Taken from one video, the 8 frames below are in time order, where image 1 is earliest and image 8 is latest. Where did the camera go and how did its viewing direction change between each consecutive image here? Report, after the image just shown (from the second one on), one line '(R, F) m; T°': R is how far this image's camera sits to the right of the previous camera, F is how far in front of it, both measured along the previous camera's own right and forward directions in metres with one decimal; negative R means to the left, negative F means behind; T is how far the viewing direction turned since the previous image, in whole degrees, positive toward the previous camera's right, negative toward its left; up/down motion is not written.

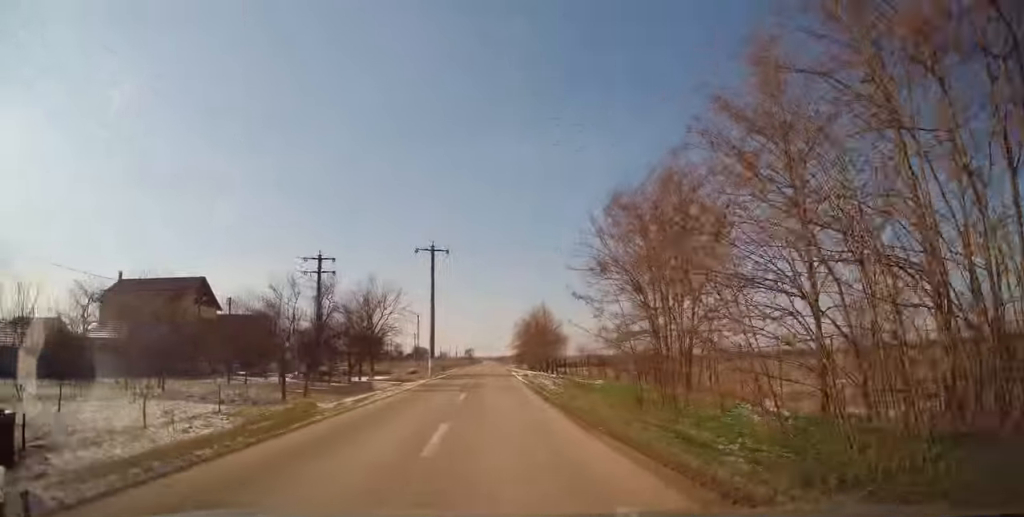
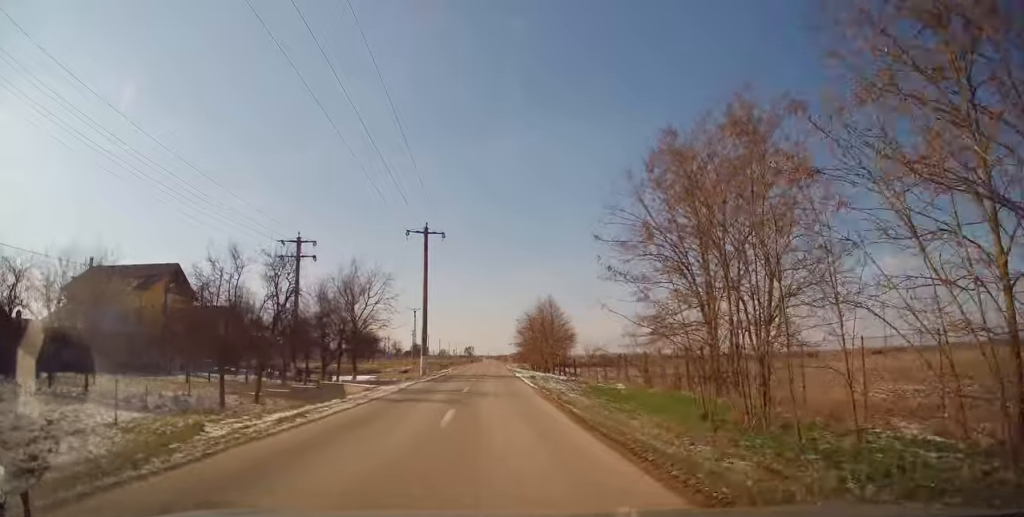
(+0.1, +6.3) m; -1°
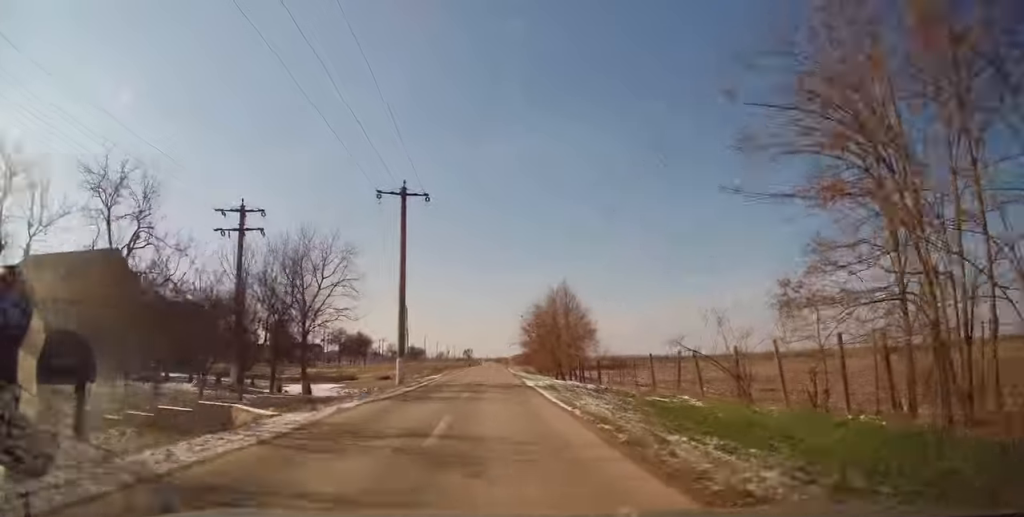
(-0.3, +11.1) m; 0°
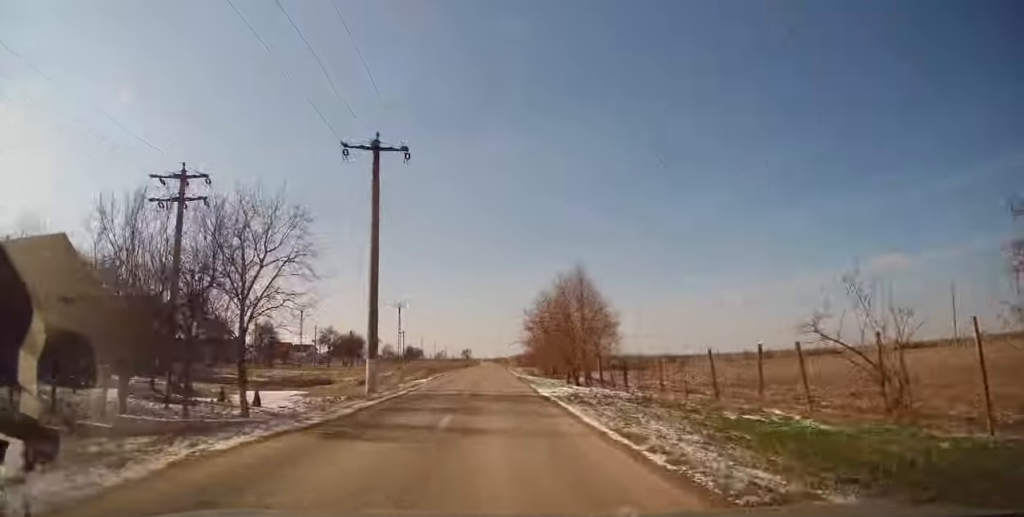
(-0.2, +7.4) m; 0°
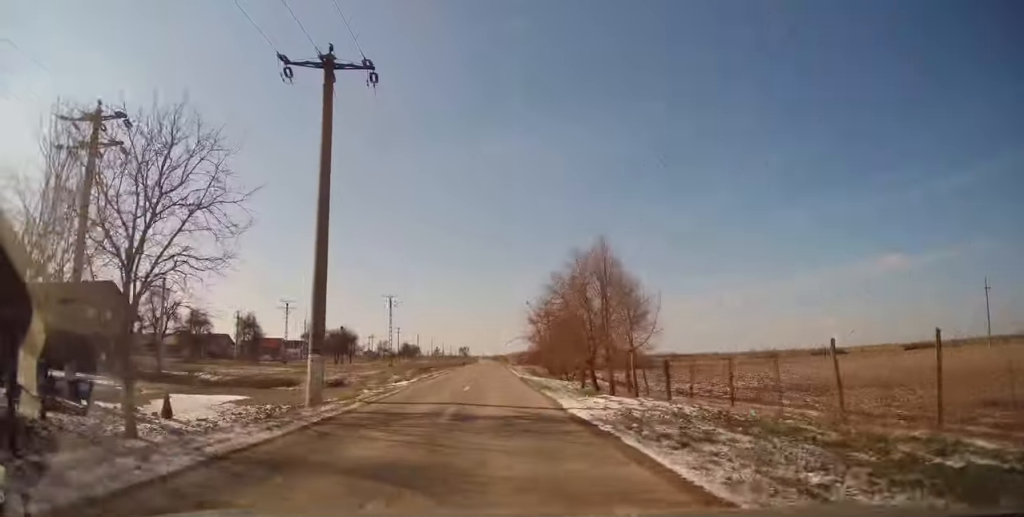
(+0.3, +7.5) m; 0°
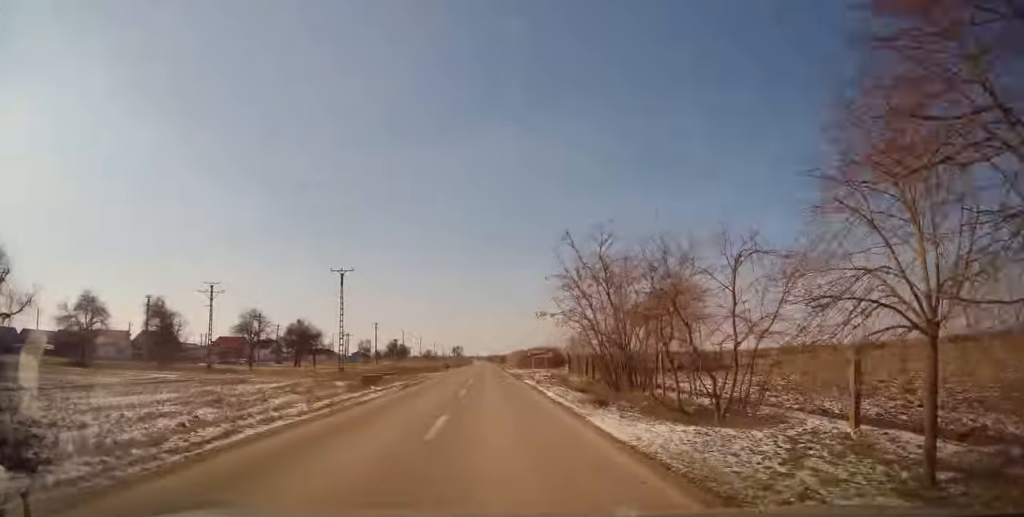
(-0.2, +28.4) m; 0°
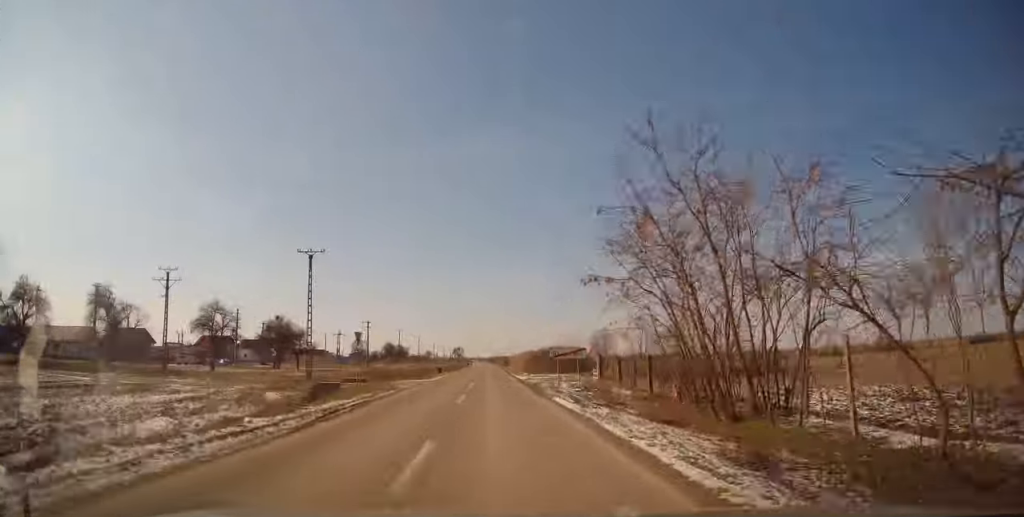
(+0.3, +12.3) m; +1°
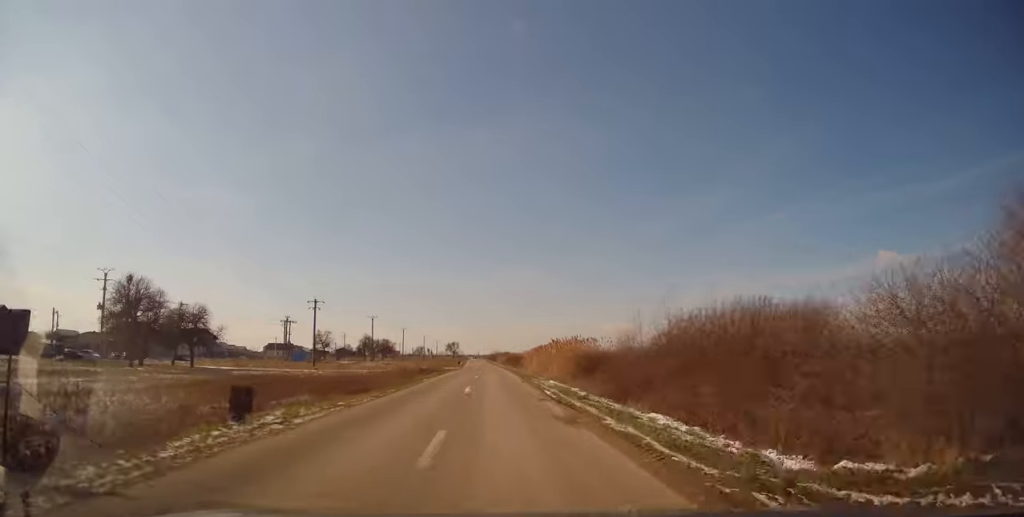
(-0.1, +44.4) m; 0°
